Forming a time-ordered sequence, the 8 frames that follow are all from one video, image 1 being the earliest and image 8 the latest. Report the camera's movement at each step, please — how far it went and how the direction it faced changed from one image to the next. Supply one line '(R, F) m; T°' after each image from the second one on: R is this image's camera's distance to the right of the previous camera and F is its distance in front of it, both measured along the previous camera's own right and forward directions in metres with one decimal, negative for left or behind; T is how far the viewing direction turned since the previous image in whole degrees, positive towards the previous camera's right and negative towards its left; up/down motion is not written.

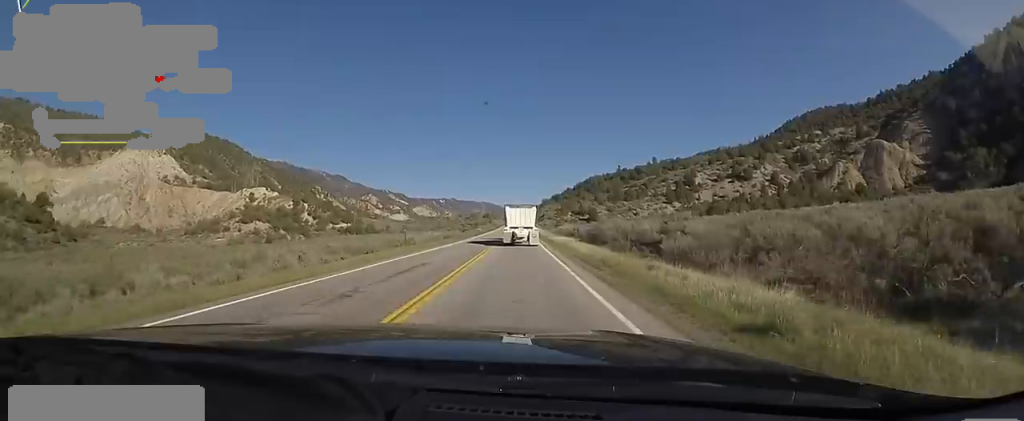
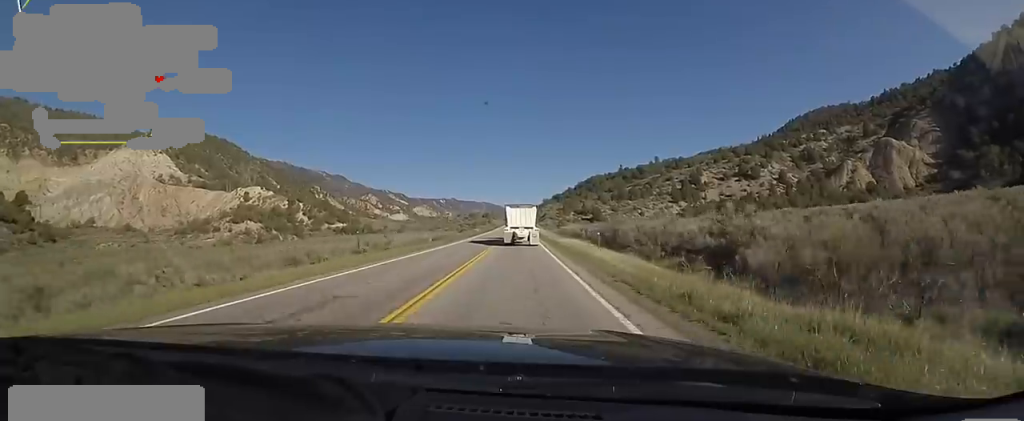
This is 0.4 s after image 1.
(+0.5, +9.0) m; -1°
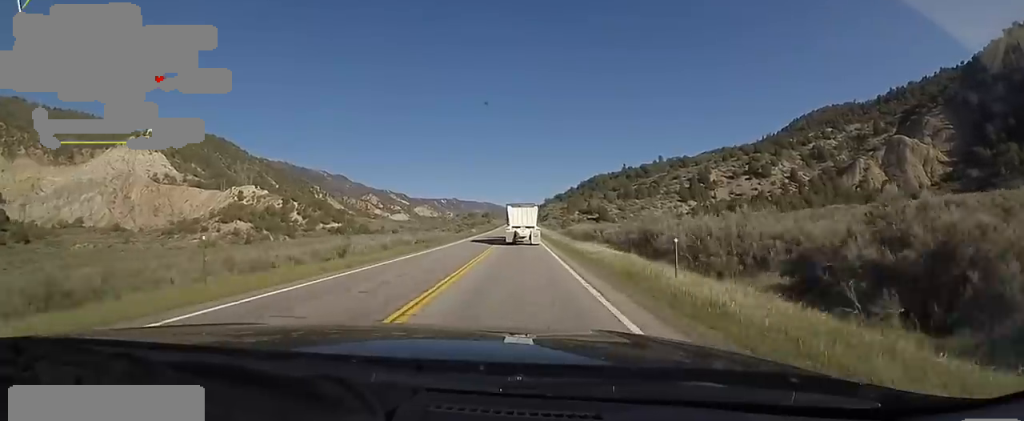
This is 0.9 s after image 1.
(-0.5, +11.2) m; -1°
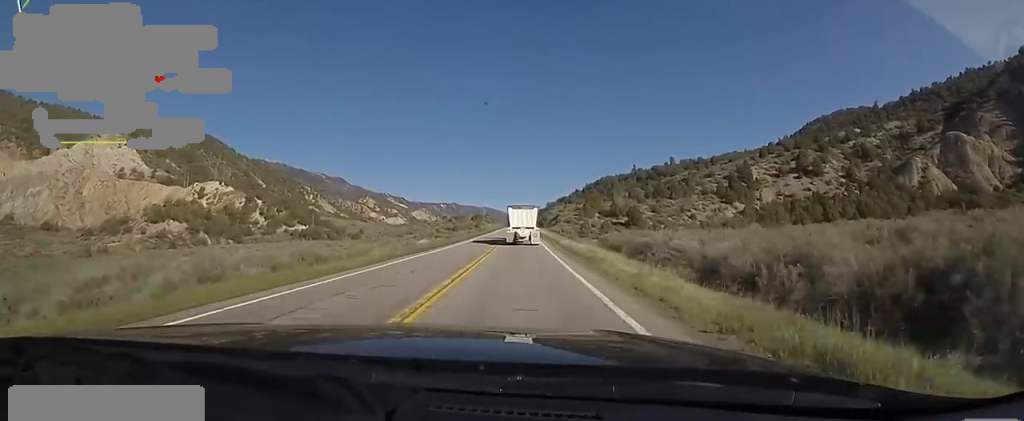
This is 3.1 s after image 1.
(+0.5, +49.7) m; +3°
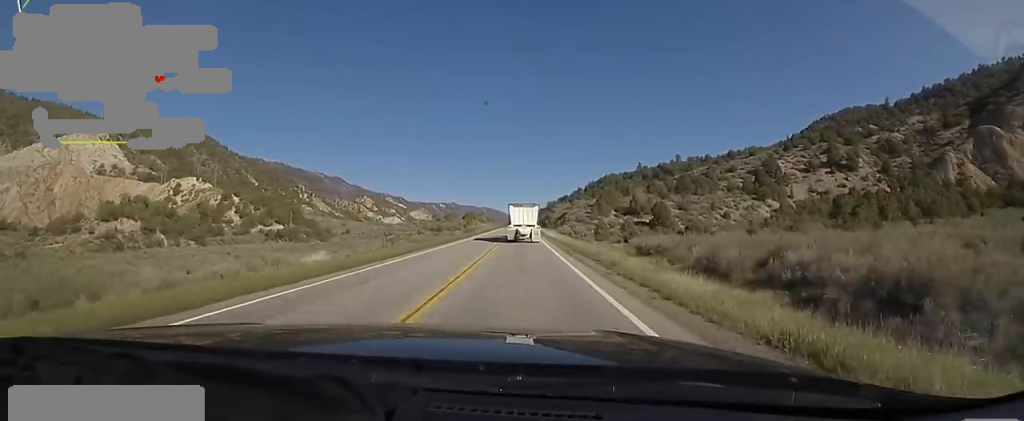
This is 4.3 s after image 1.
(-0.3, +25.2) m; 0°
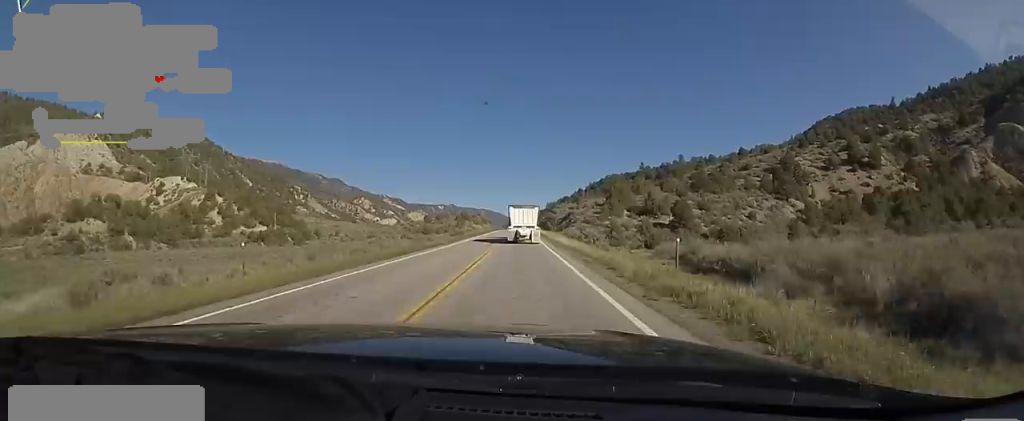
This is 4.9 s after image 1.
(+0.1, +14.9) m; 0°
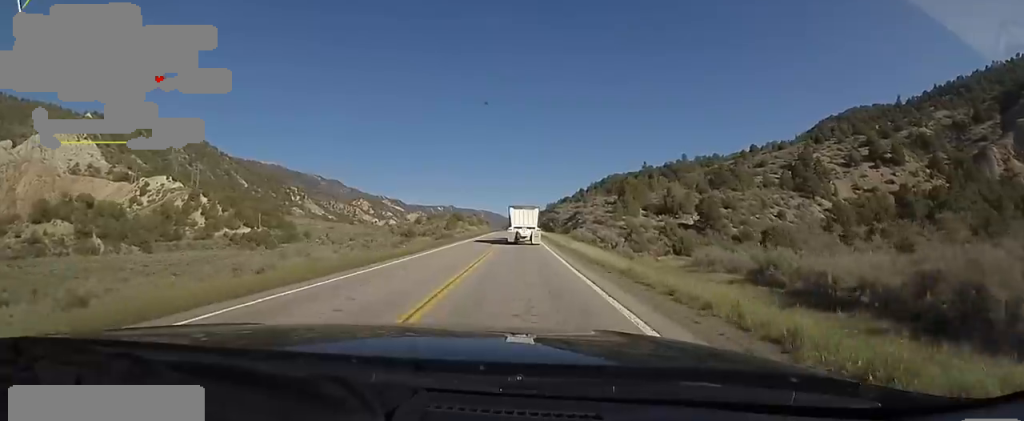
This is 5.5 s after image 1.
(+0.6, +13.4) m; 0°
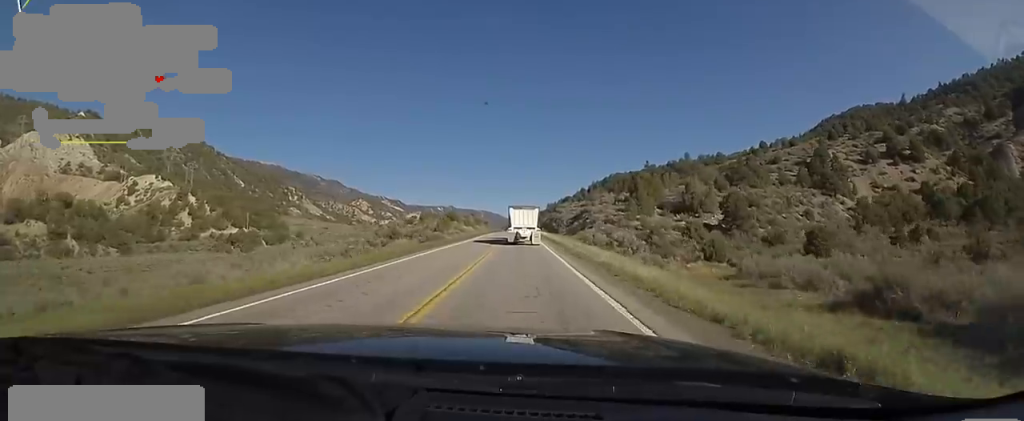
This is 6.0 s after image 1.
(-0.4, +9.7) m; -1°
